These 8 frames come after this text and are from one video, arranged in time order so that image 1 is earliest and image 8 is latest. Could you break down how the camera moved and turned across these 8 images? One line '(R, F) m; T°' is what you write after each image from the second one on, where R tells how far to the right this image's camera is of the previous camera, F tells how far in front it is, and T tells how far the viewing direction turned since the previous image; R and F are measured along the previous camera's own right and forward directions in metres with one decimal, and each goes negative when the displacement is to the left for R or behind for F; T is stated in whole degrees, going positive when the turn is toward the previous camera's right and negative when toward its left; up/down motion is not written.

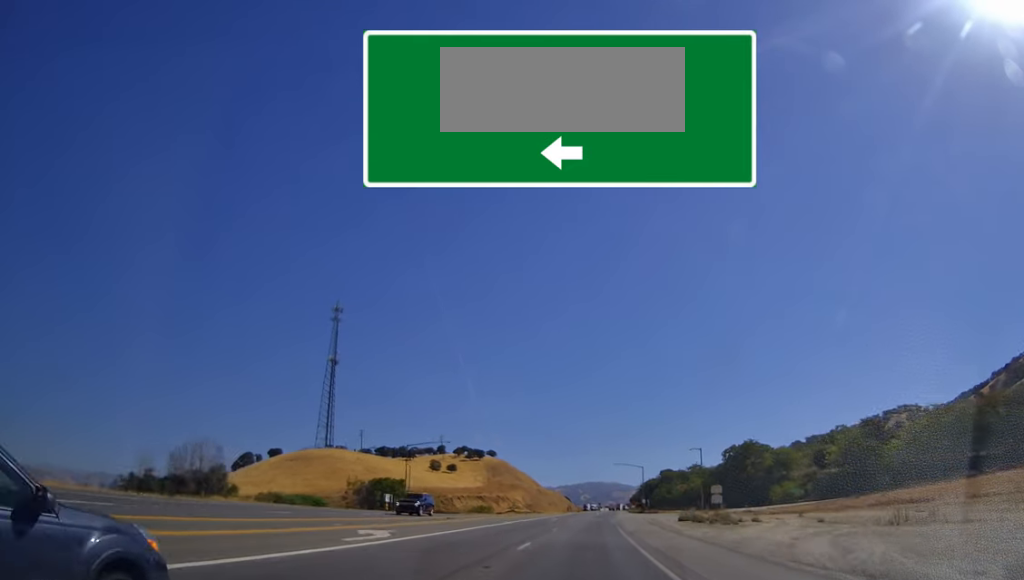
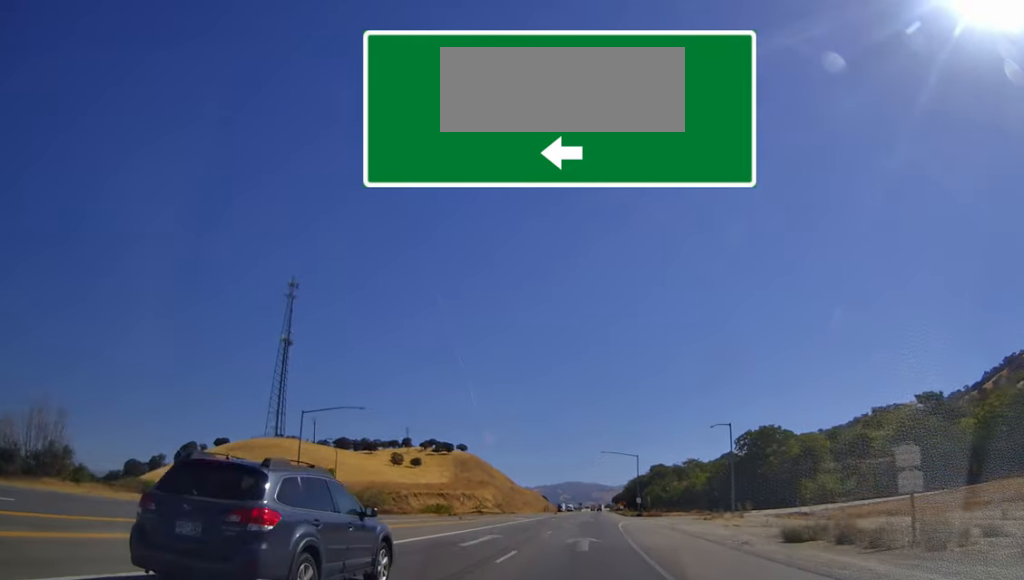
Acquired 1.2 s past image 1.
(+0.4, +33.7) m; +2°
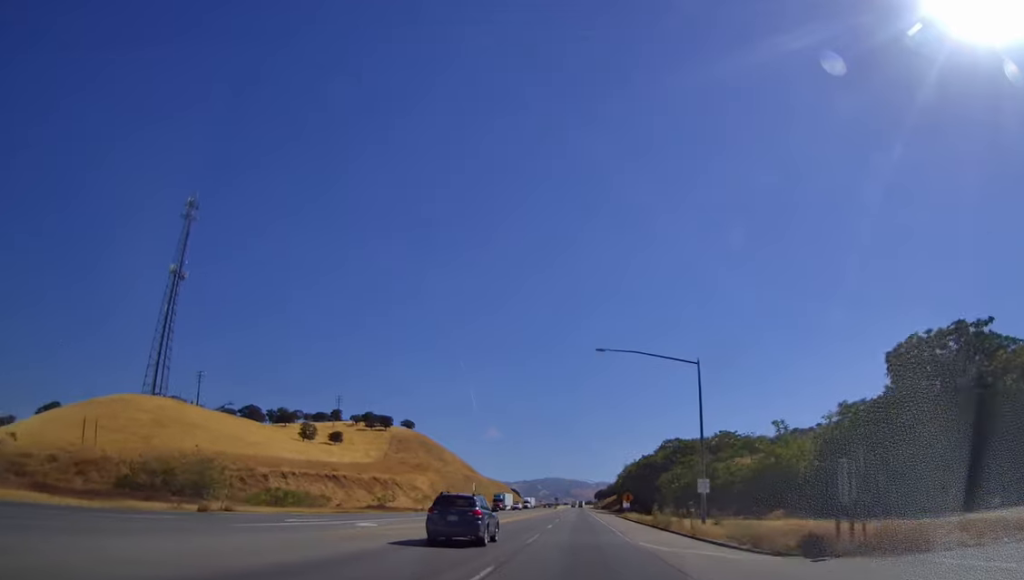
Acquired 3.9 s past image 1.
(+2.4, +76.8) m; +3°
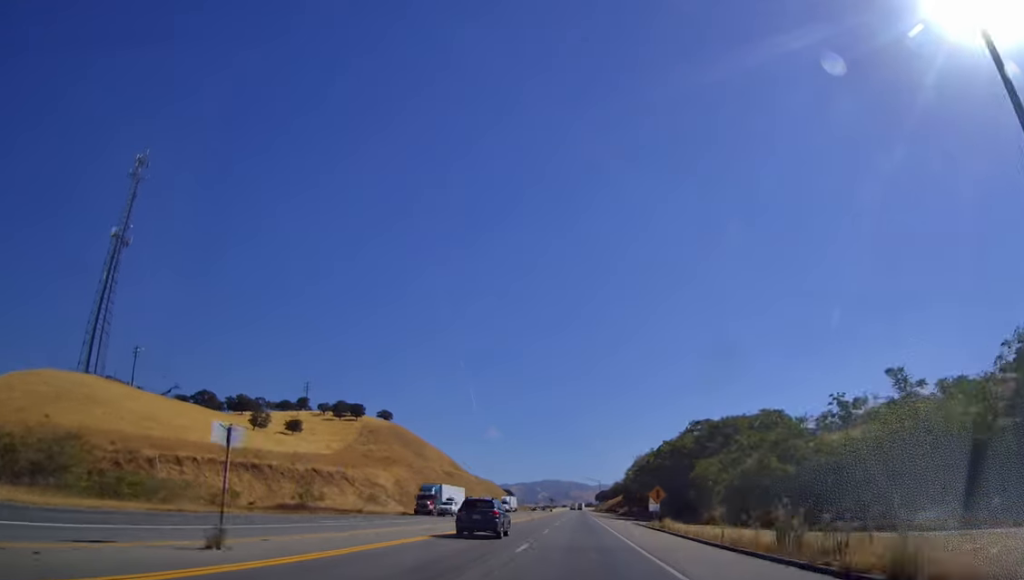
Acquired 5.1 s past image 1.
(+0.1, +33.8) m; +1°
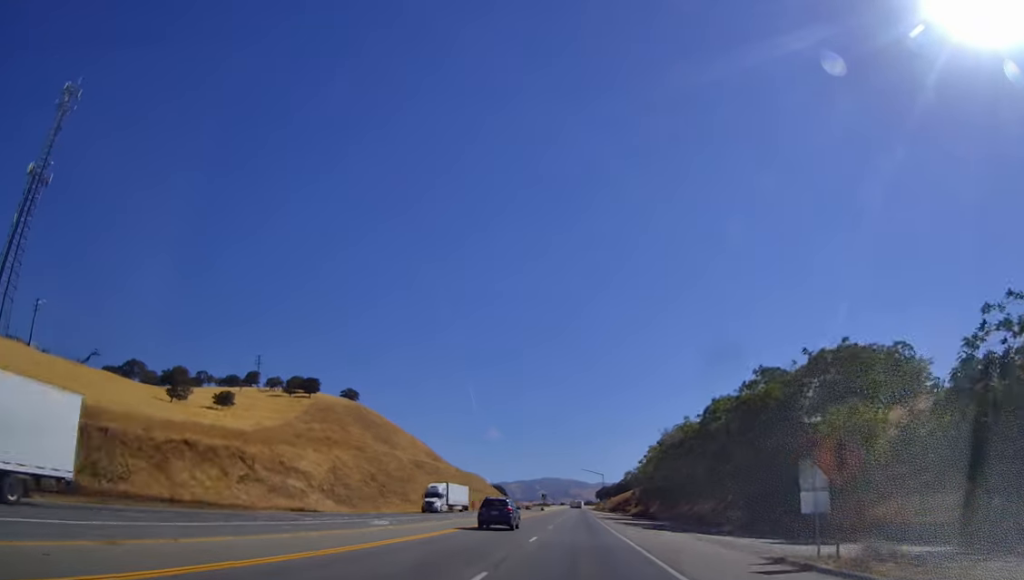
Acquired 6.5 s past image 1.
(+0.4, +39.5) m; 0°
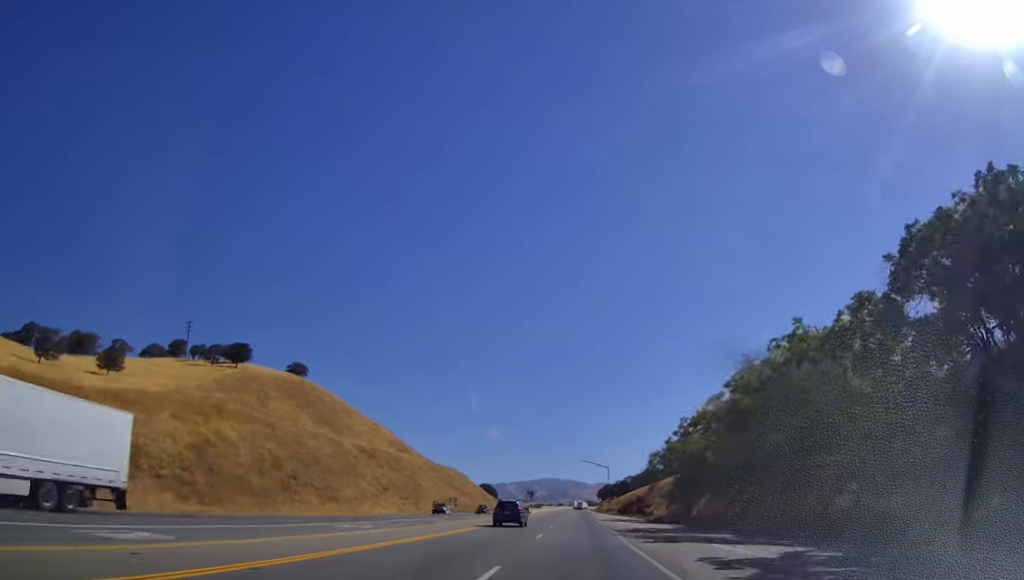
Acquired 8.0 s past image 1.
(-0.2, +41.5) m; 0°
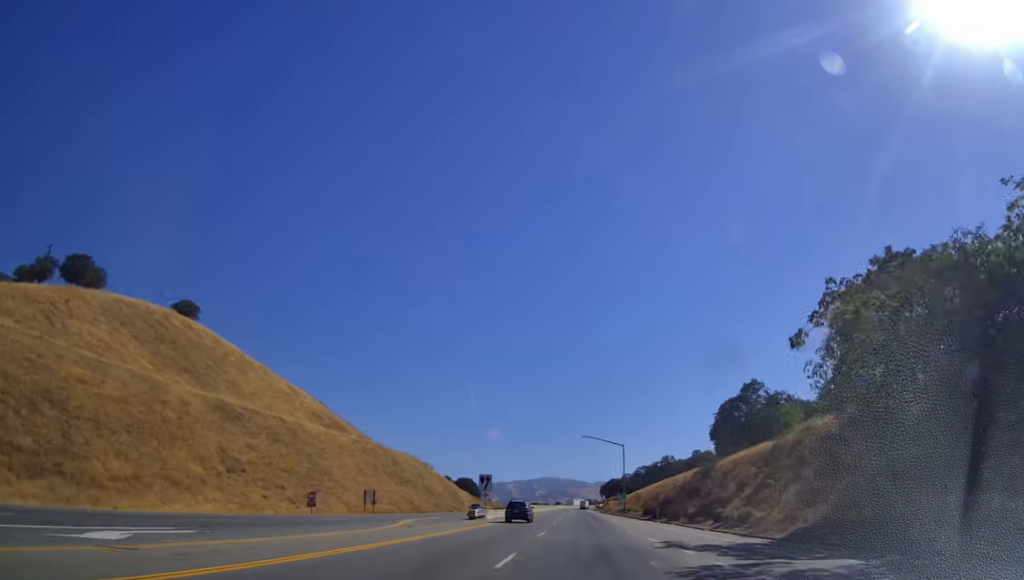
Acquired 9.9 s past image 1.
(+0.3, +54.6) m; +1°
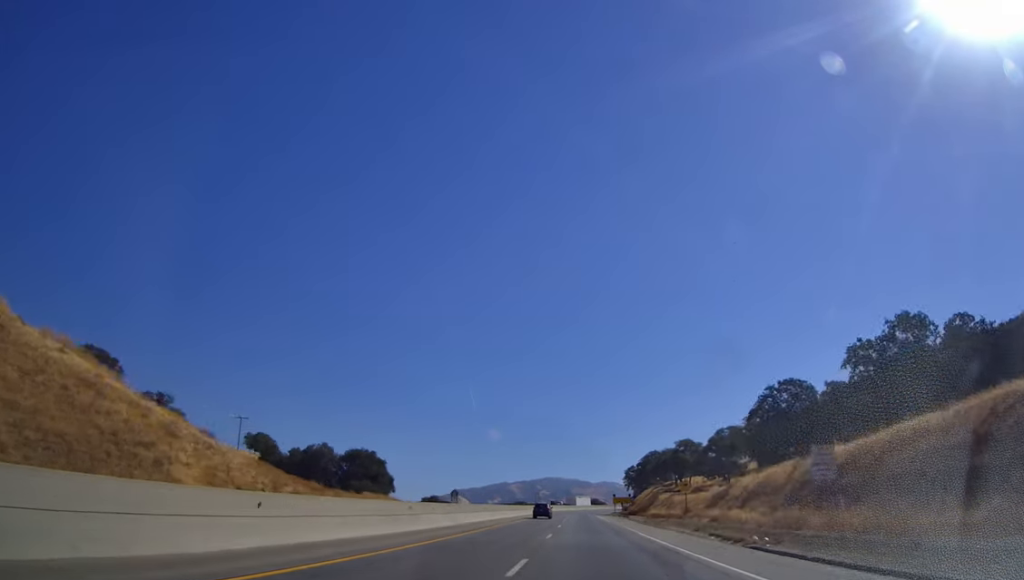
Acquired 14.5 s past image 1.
(-0.1, +130.7) m; 0°
